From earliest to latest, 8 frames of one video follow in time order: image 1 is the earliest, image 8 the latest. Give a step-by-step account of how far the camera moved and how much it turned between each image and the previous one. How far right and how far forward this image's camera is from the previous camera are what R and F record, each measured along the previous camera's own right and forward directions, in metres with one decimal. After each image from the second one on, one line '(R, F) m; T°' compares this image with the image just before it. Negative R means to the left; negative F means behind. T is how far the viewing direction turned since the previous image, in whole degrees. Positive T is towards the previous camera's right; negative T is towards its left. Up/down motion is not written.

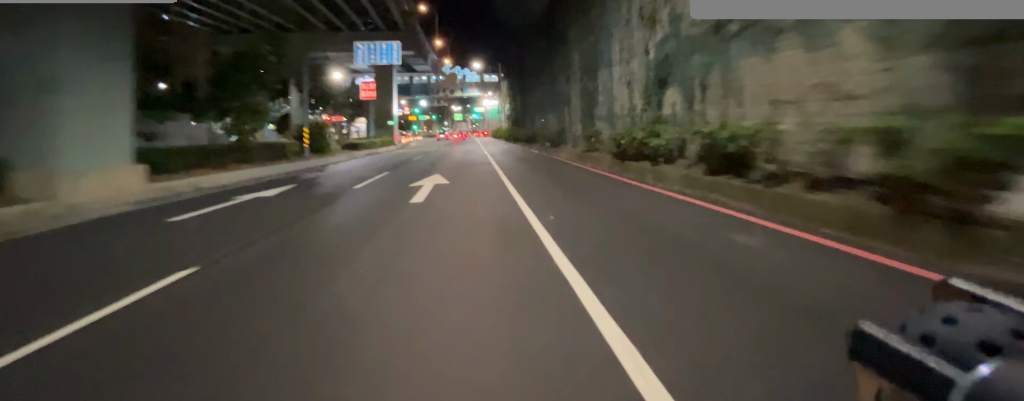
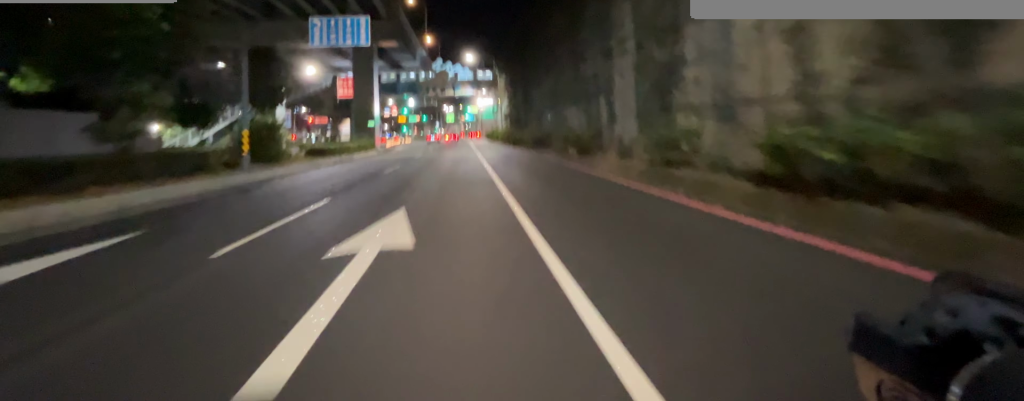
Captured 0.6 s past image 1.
(0.0, +3.3) m; 0°
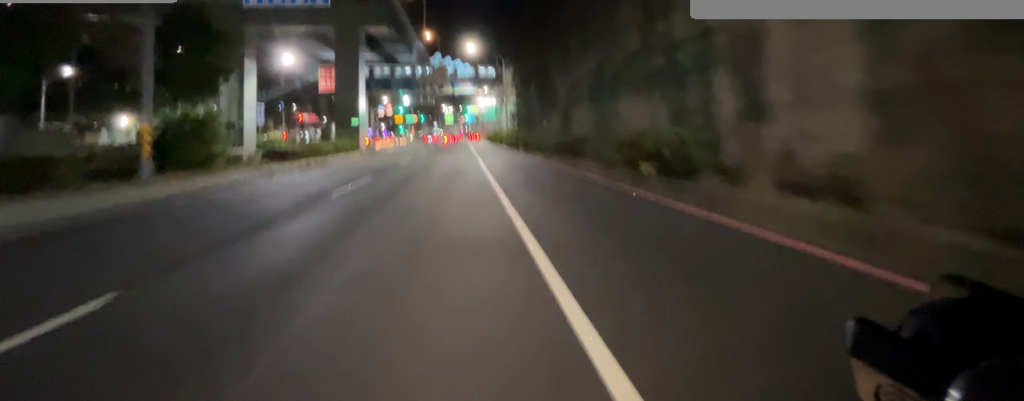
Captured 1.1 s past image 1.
(0.0, +2.9) m; 0°
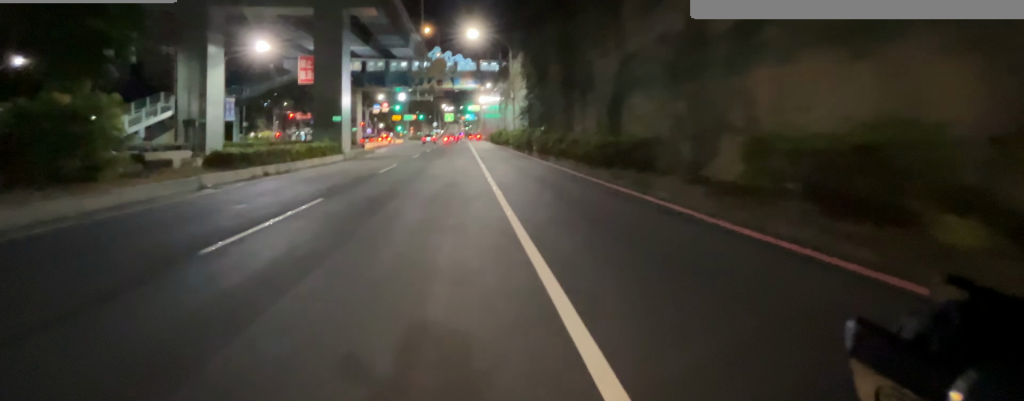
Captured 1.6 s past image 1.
(0.0, +2.6) m; 0°
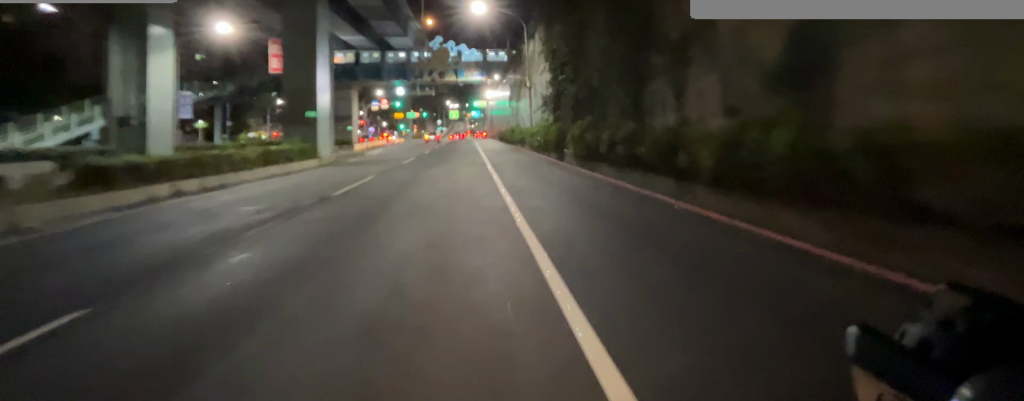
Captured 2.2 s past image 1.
(0.0, +3.1) m; 0°
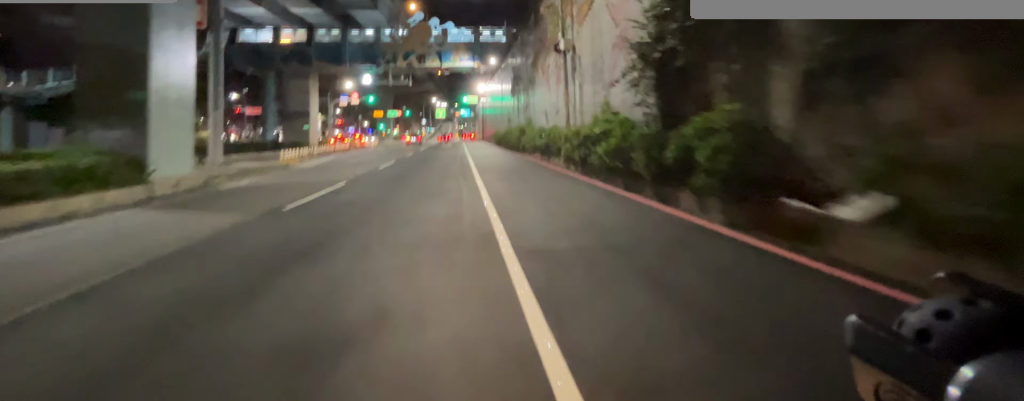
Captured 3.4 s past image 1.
(0.0, +6.7) m; +1°
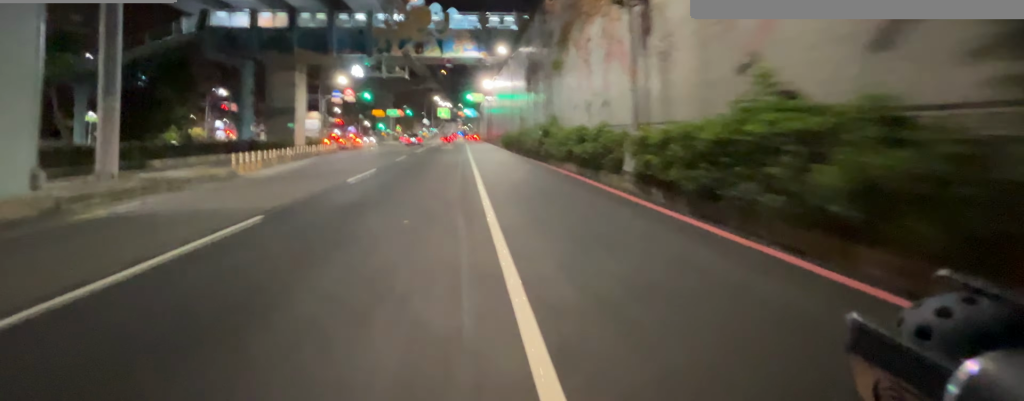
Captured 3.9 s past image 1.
(+0.1, +4.0) m; +1°
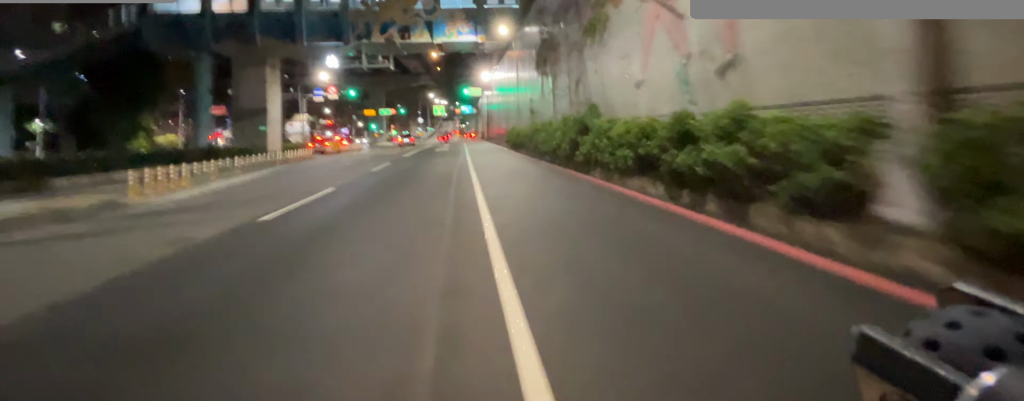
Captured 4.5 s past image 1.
(0.0, +4.1) m; +1°
